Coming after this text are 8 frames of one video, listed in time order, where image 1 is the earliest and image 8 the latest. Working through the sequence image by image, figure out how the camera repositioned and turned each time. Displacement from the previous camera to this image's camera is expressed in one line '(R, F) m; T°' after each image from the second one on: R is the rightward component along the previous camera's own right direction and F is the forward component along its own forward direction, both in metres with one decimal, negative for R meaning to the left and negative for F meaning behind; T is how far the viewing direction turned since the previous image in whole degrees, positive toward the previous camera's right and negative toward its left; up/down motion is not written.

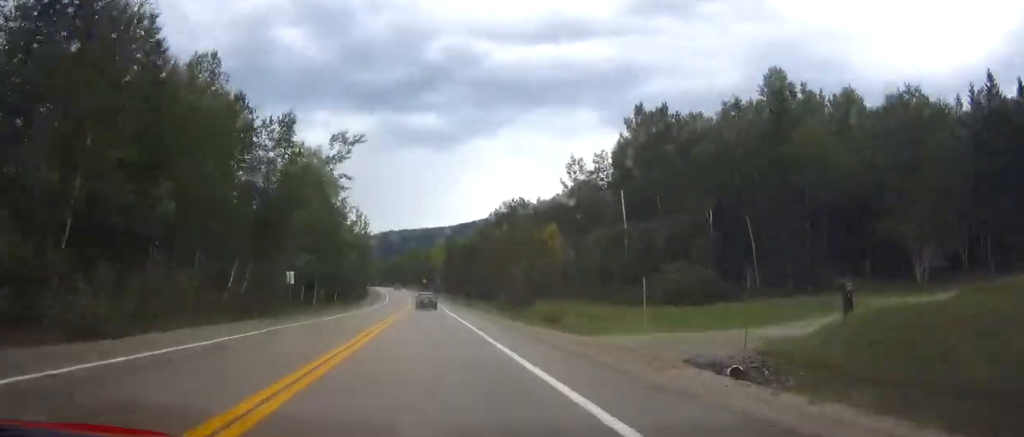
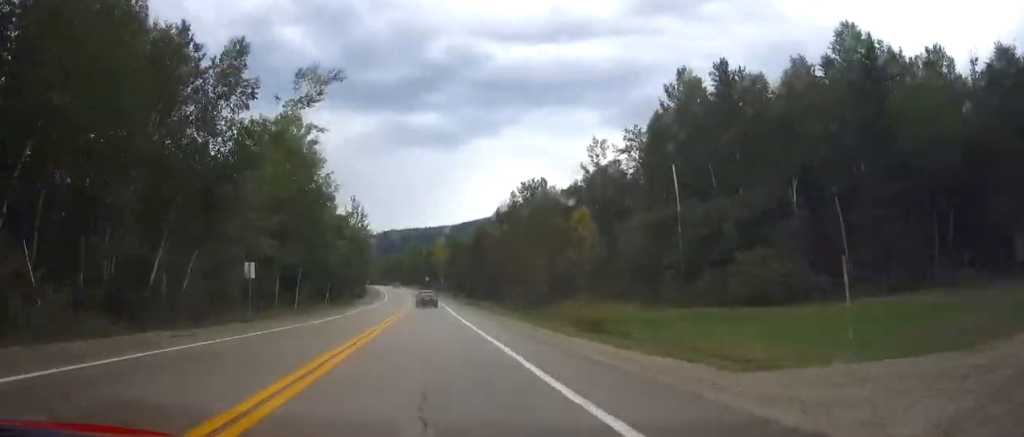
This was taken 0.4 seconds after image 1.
(0.0, +12.3) m; 0°
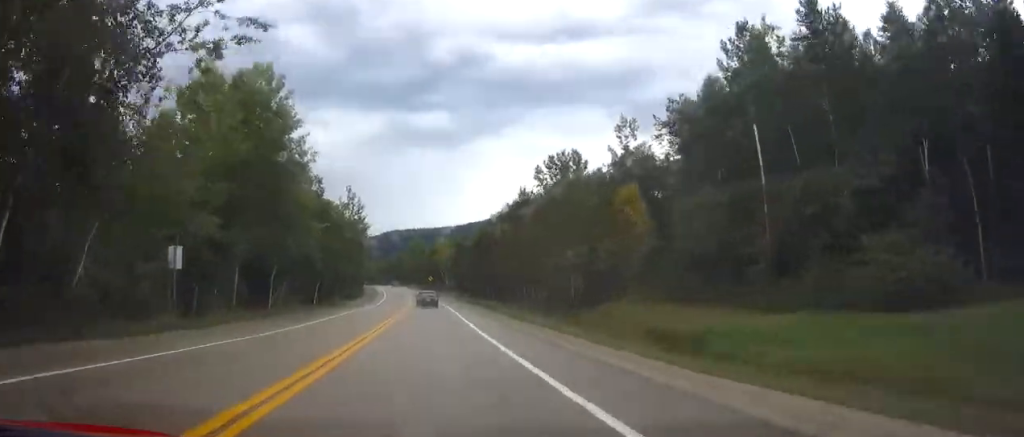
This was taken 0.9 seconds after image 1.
(-0.1, +12.3) m; 0°
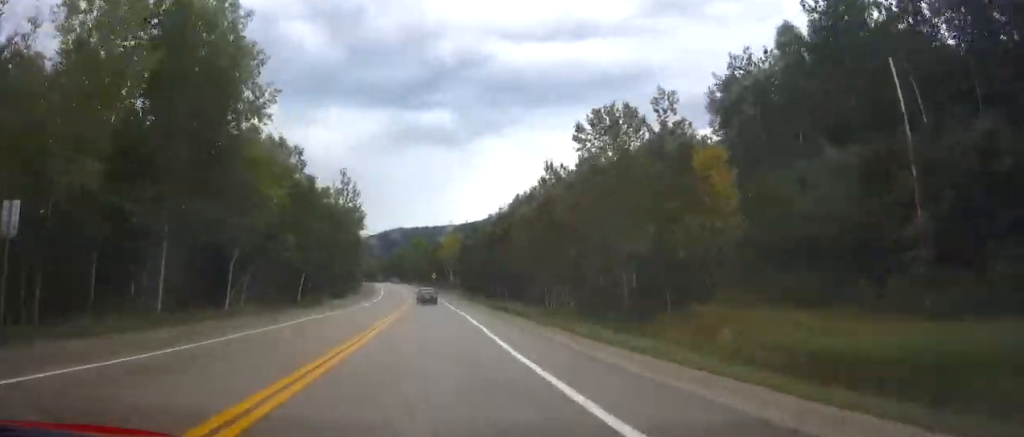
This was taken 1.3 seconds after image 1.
(0.0, +12.3) m; 0°
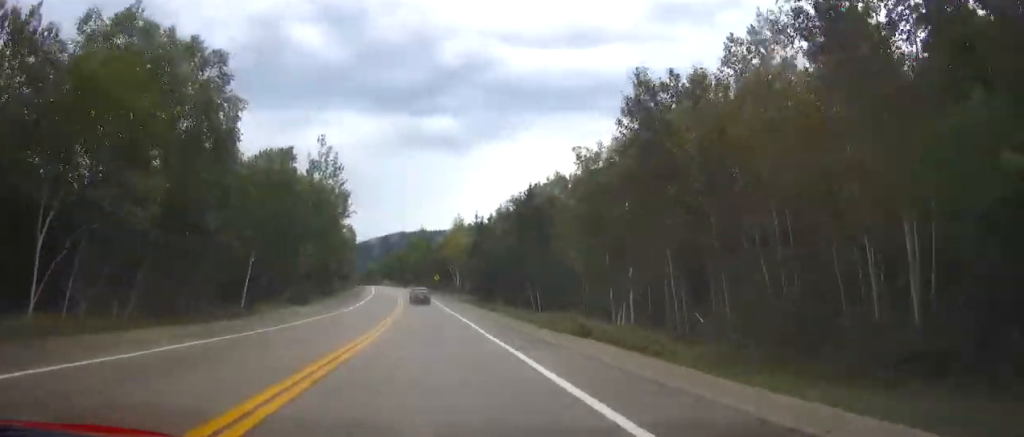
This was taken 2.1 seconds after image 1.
(0.0, +22.8) m; 0°
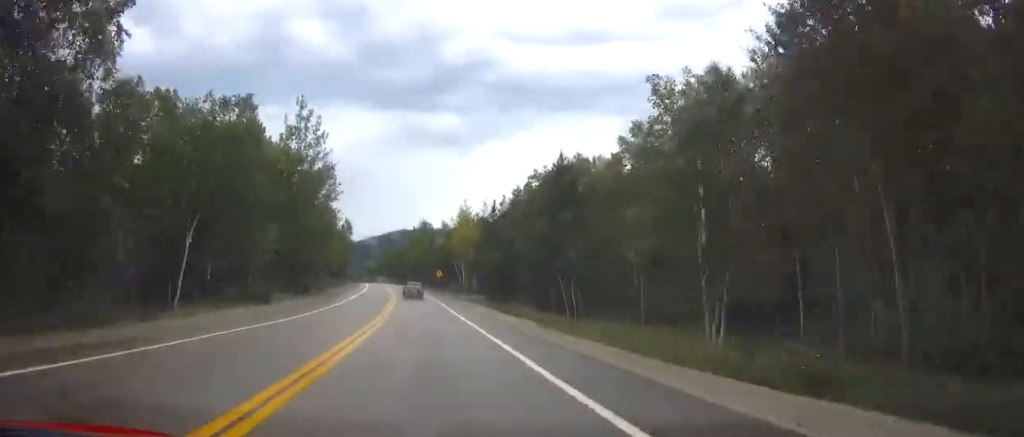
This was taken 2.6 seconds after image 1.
(0.0, +14.3) m; 0°
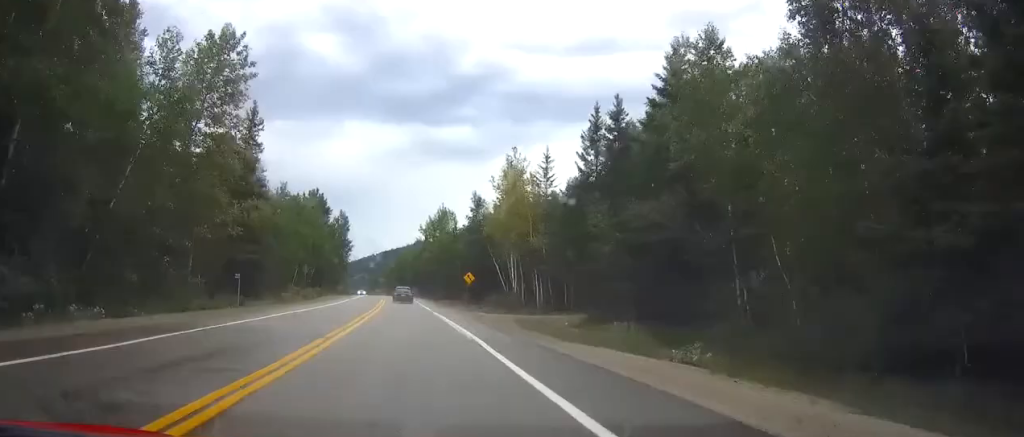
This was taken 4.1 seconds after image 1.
(-0.3, +44.0) m; -1°
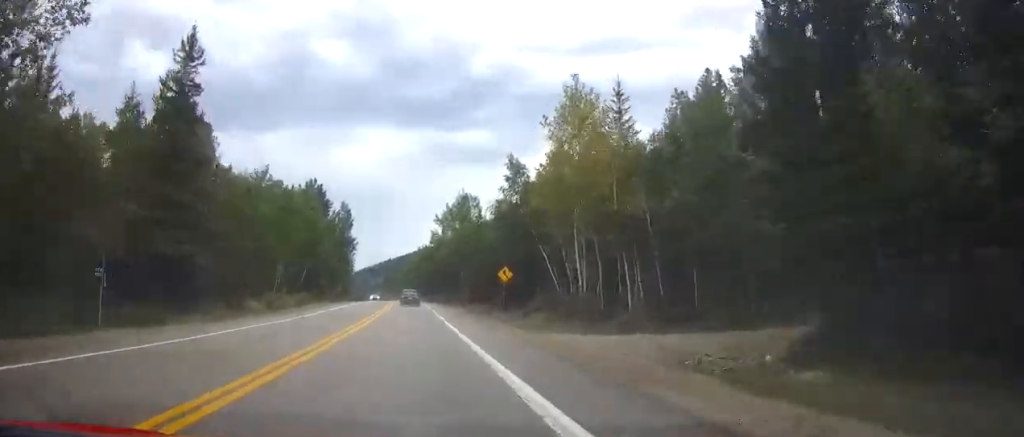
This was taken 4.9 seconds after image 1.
(-0.2, +21.0) m; -1°
